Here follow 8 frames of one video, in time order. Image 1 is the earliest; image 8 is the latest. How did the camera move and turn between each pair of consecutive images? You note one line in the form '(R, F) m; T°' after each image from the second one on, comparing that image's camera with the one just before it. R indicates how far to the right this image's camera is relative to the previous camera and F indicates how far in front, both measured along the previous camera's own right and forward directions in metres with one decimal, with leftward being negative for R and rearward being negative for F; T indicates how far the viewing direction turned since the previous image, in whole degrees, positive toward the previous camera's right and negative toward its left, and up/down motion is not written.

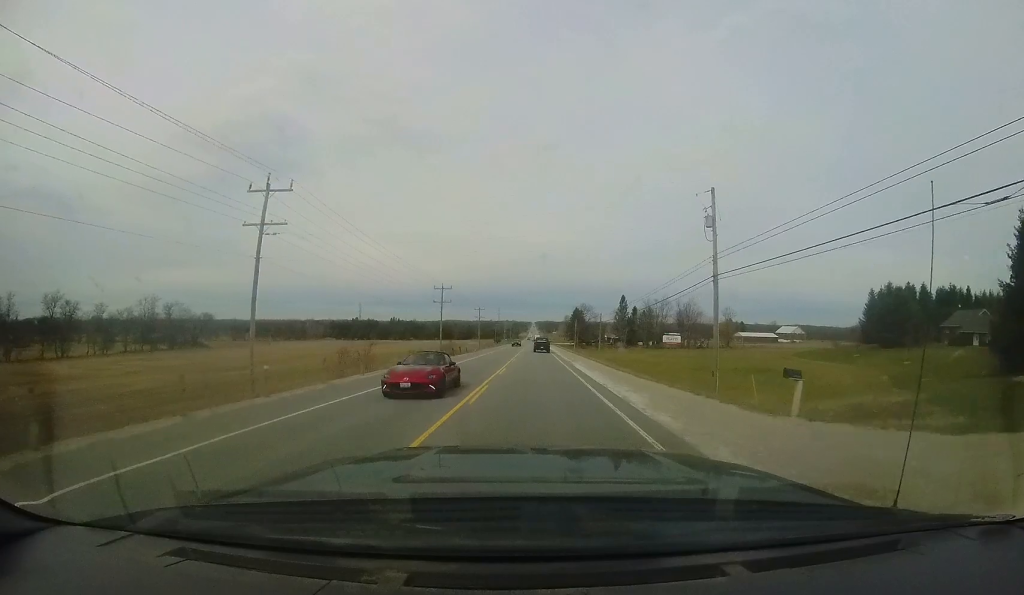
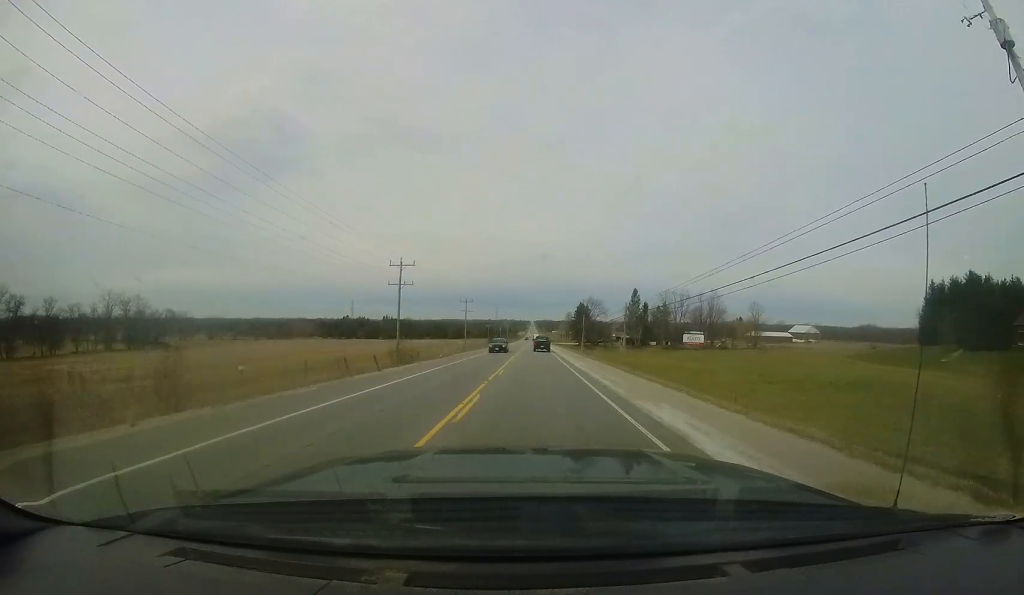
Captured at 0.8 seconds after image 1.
(-0.1, +19.2) m; 0°
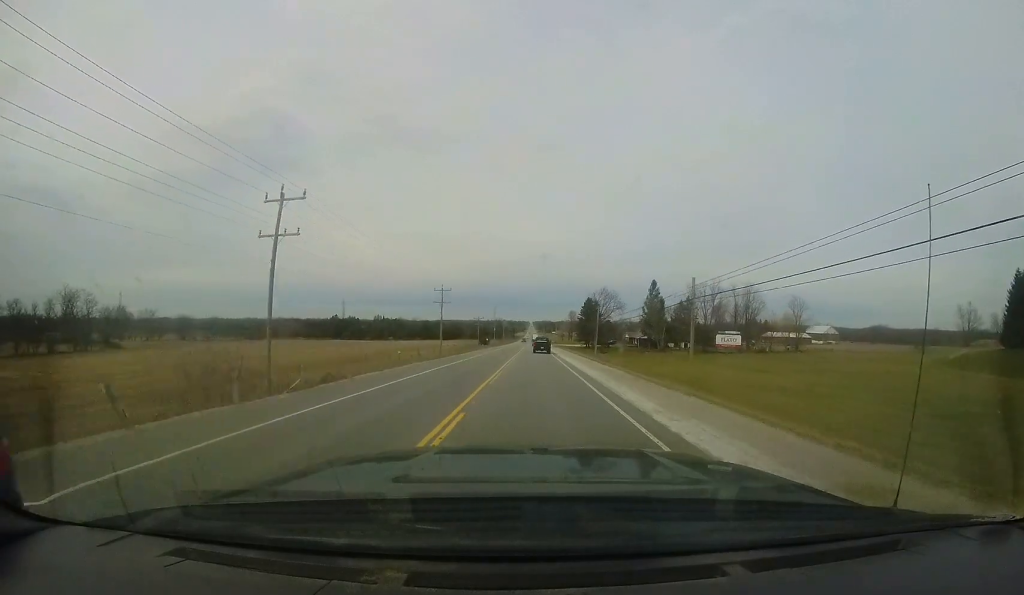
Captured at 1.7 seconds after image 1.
(0.0, +21.4) m; 0°
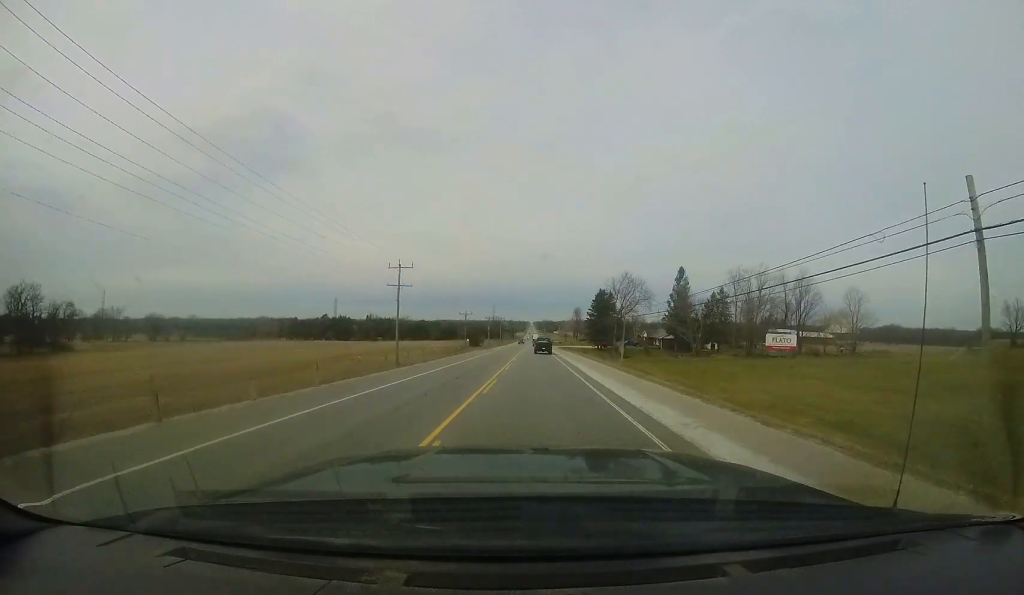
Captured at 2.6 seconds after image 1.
(0.0, +20.4) m; 0°
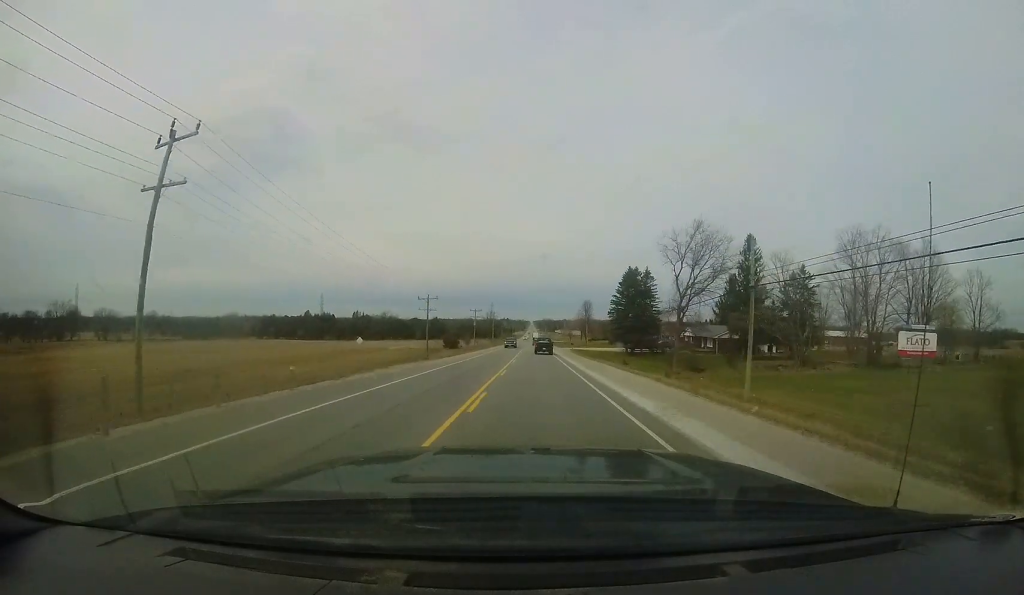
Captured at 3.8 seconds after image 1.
(0.0, +29.9) m; +1°
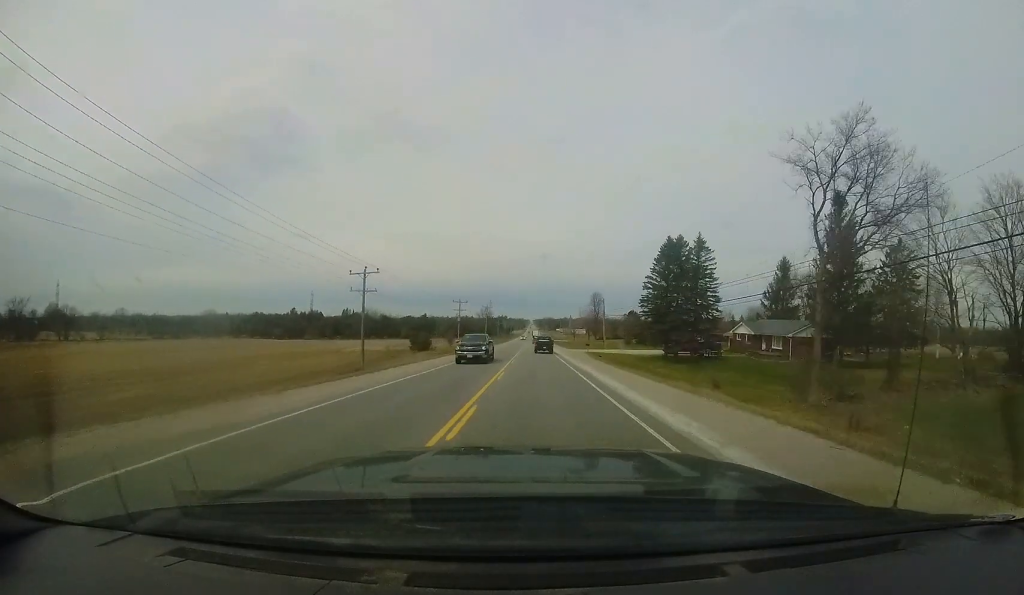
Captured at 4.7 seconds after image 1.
(+0.2, +20.5) m; 0°
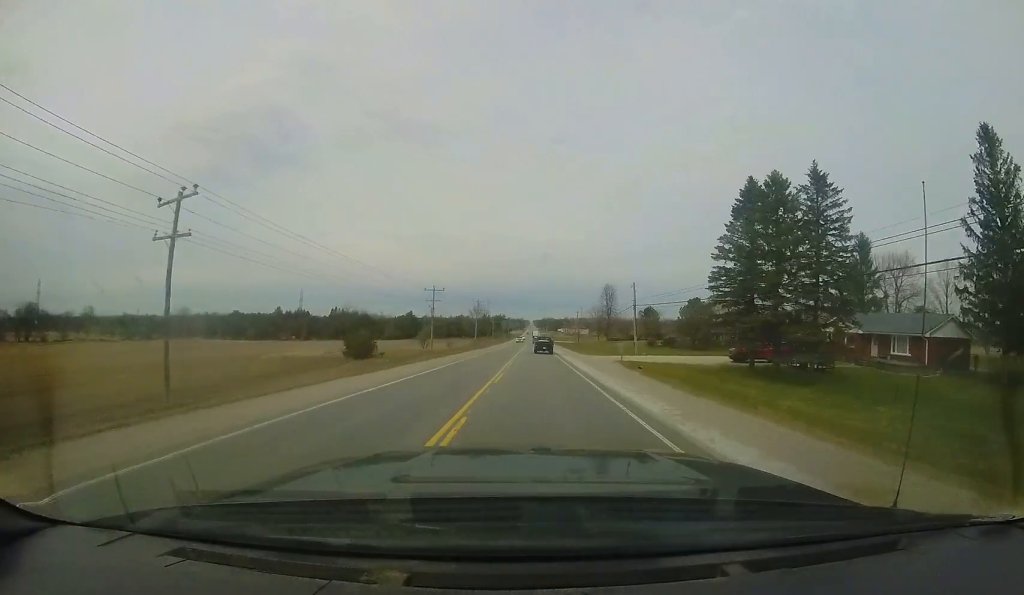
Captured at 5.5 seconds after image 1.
(0.0, +19.7) m; 0°
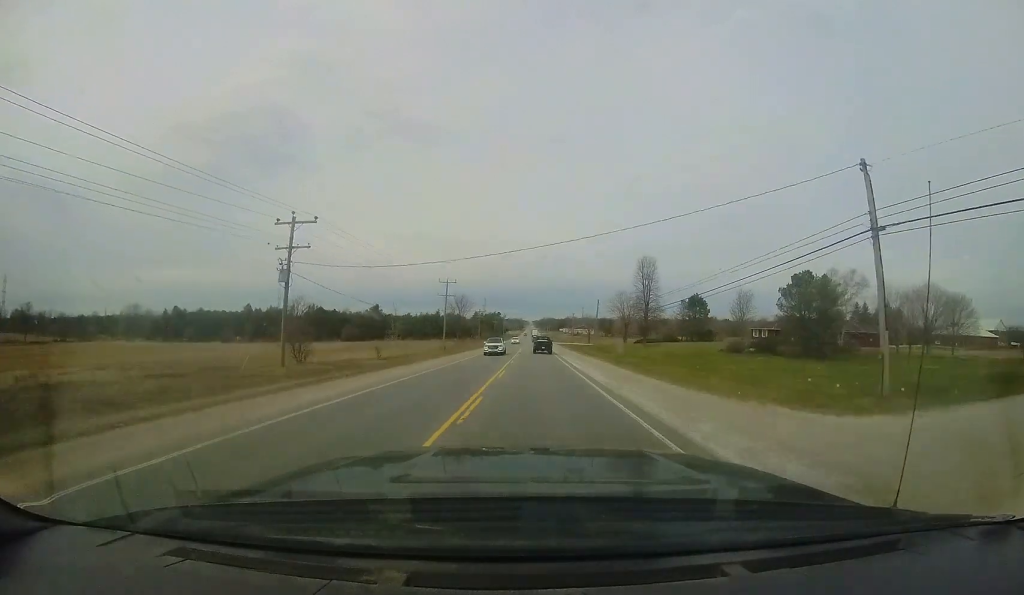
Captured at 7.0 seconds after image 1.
(-0.3, +33.9) m; 0°
